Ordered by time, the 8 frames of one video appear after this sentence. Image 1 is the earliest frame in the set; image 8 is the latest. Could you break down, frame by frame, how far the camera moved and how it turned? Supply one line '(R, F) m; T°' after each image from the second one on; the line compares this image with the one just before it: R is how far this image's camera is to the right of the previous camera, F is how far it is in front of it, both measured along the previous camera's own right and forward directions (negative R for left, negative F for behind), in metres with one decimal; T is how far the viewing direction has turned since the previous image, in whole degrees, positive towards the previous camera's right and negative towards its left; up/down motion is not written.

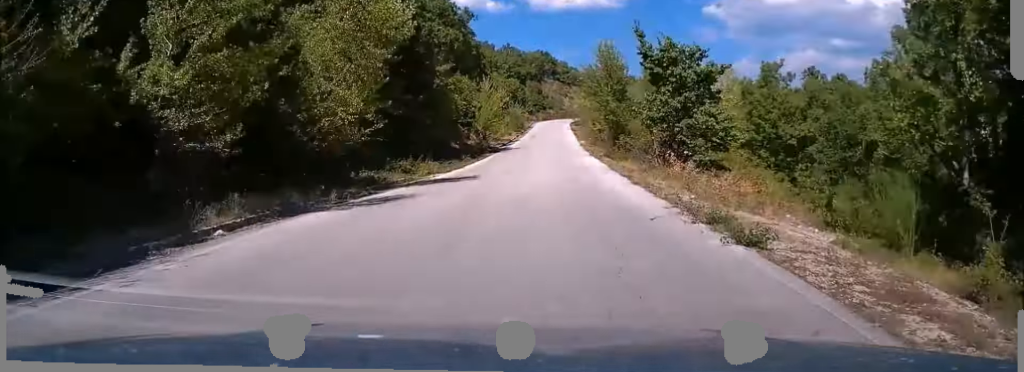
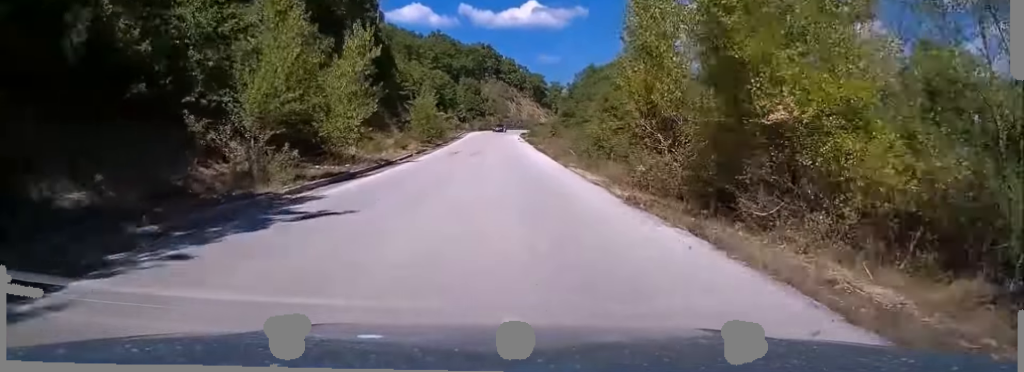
(+3.3, +50.9) m; +6°
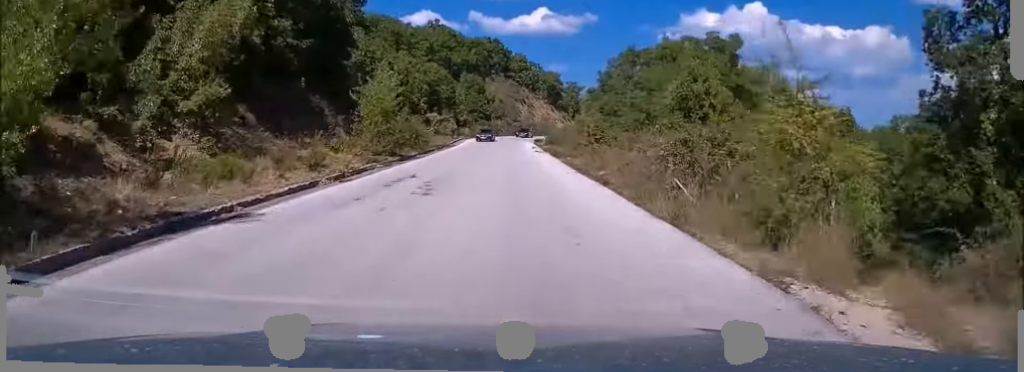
(+0.1, +23.3) m; 0°
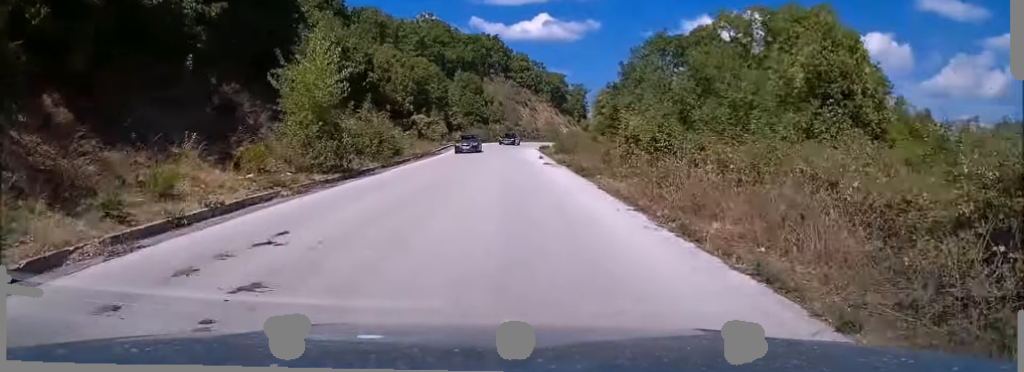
(0.0, +12.8) m; 0°
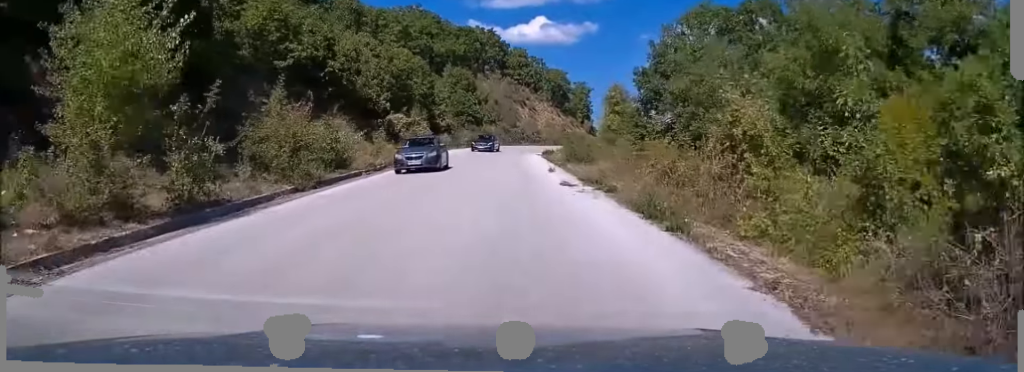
(0.0, +12.8) m; 0°
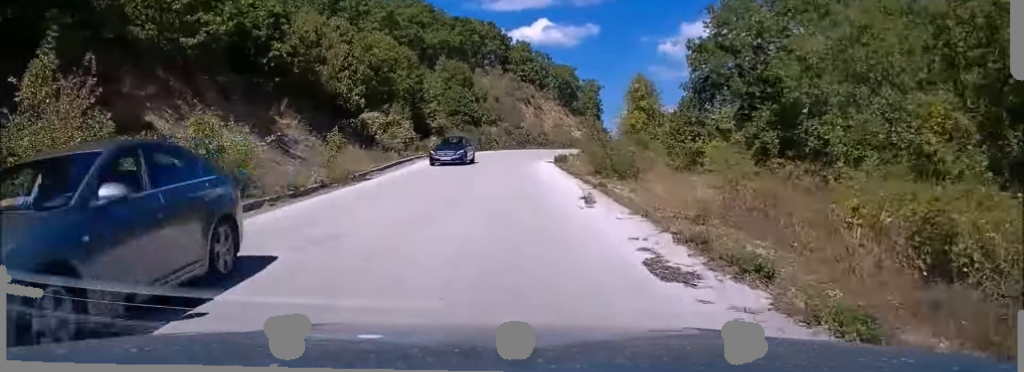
(-0.1, +11.8) m; +1°
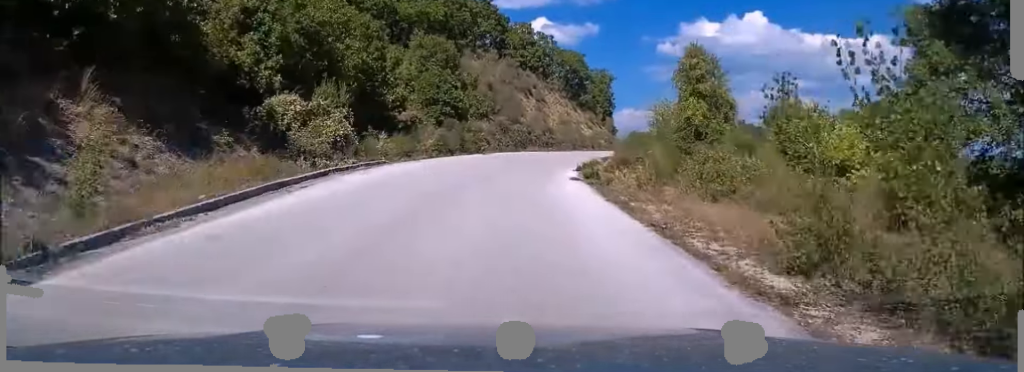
(+0.1, +18.7) m; +2°
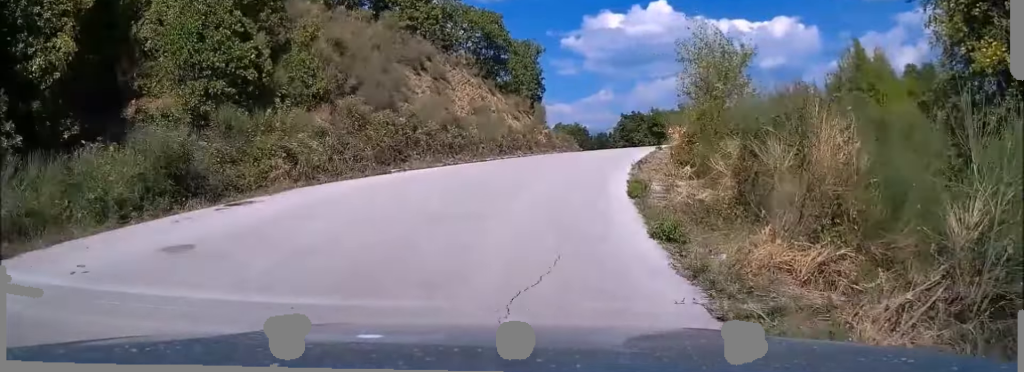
(+1.2, +32.3) m; +7°
